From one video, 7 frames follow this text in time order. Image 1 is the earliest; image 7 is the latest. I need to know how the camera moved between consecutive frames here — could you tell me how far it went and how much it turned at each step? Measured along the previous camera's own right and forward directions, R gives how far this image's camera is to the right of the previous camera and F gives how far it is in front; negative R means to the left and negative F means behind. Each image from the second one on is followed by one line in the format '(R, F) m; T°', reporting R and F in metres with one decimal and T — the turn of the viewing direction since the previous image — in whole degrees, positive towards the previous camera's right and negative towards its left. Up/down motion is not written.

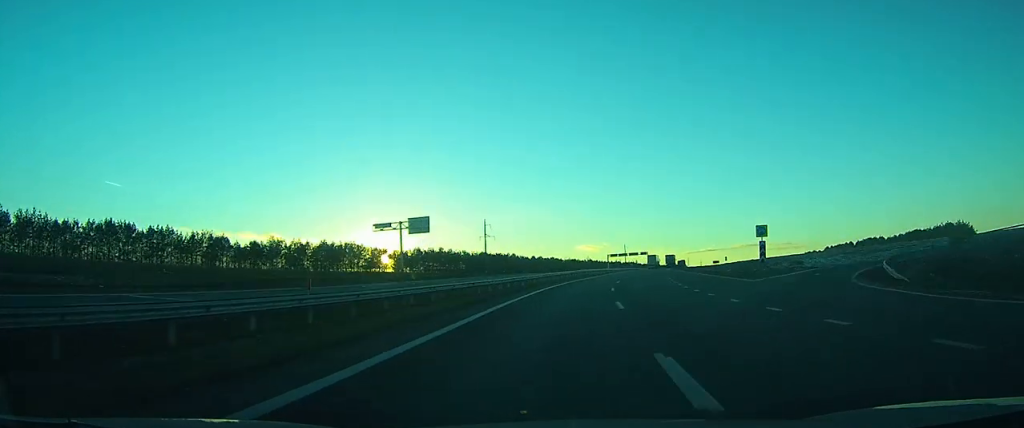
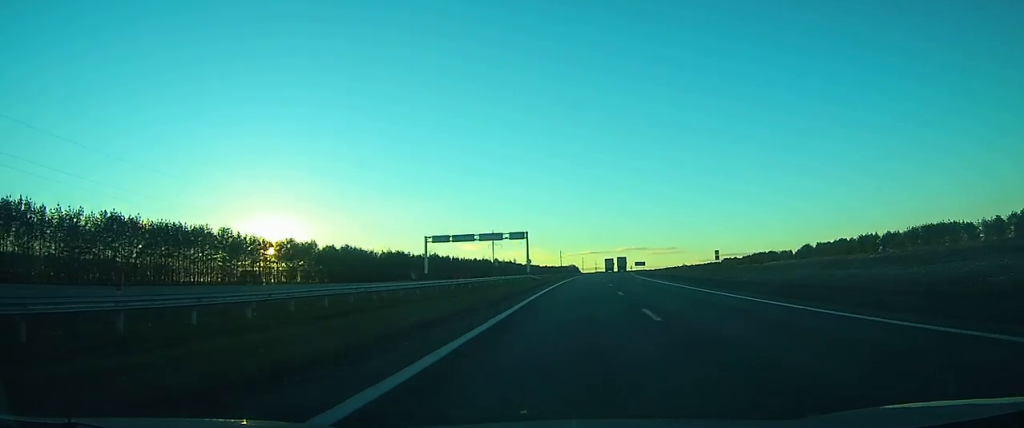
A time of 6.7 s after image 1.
(+19.6, +157.3) m; +12°
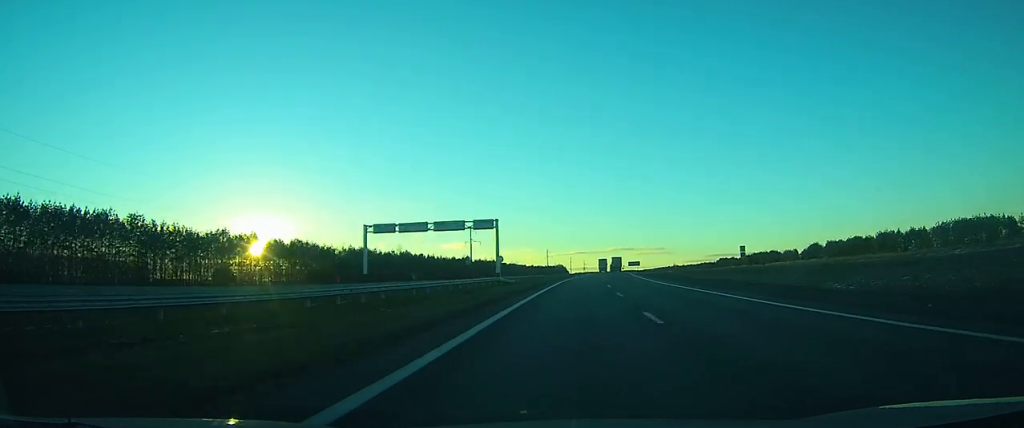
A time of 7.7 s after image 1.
(+0.3, +23.8) m; +1°
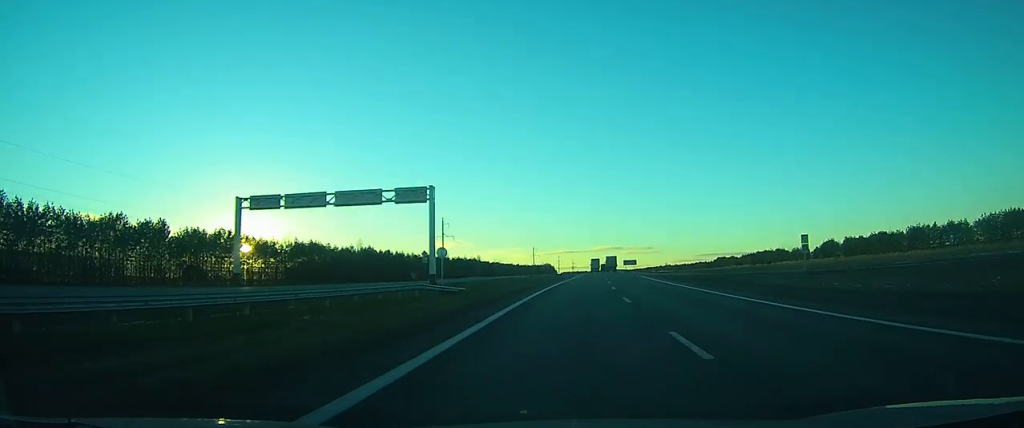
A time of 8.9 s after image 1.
(+0.3, +29.0) m; +1°
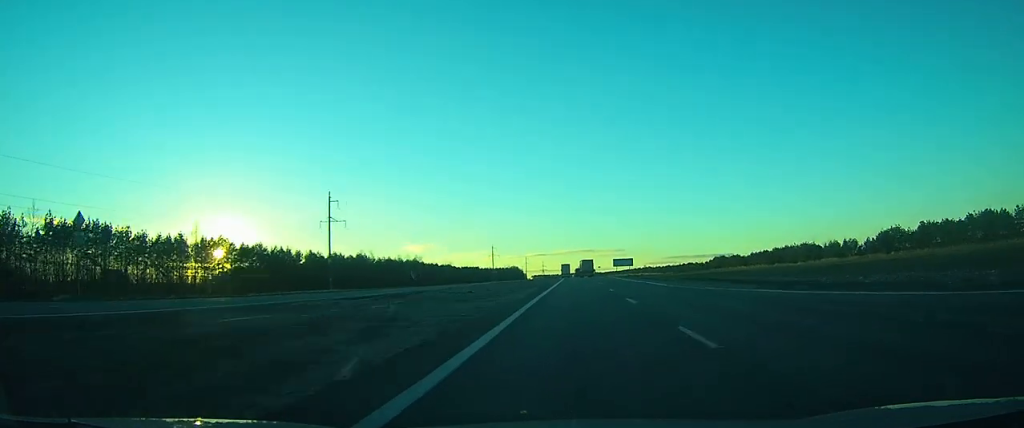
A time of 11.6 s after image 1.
(+1.4, +73.5) m; +2°
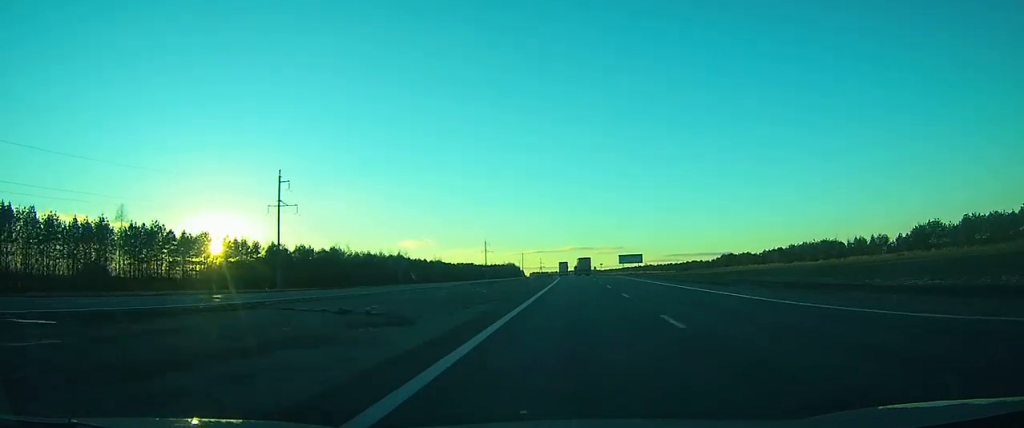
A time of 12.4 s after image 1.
(+0.1, +21.6) m; 0°
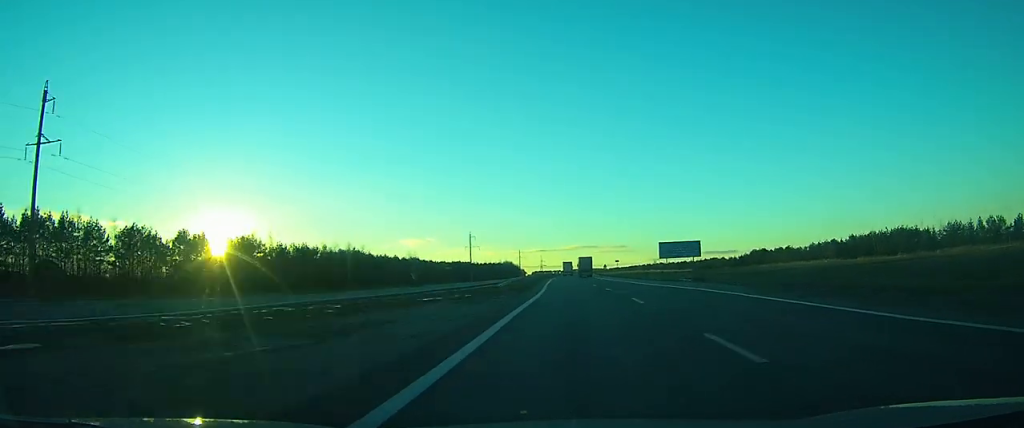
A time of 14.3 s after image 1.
(+0.1, +51.5) m; 0°
